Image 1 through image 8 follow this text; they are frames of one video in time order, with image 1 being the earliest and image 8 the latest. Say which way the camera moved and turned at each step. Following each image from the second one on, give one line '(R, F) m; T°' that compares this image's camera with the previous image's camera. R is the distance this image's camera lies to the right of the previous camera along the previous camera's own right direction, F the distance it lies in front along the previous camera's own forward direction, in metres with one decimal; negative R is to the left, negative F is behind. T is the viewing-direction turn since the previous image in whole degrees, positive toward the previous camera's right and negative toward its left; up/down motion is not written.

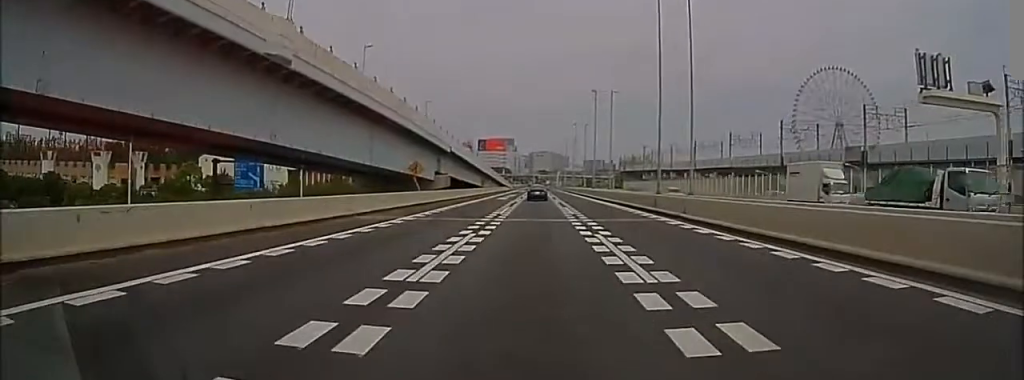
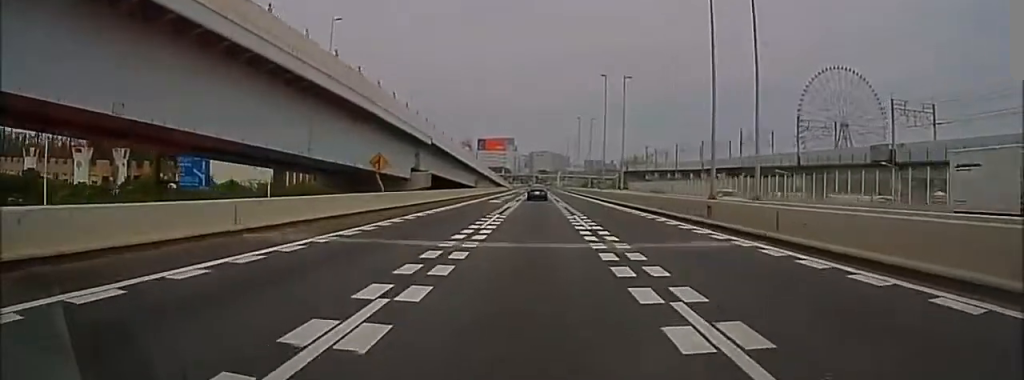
(0.0, +9.6) m; 0°
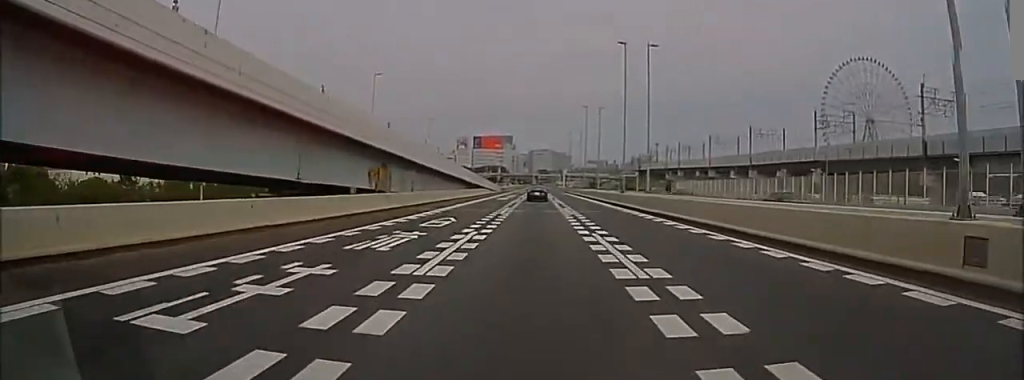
(0.0, +49.7) m; 0°
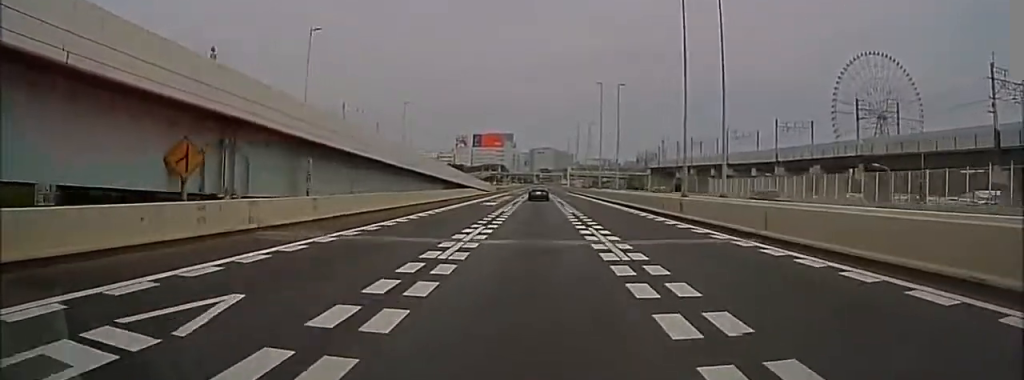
(+0.1, +18.2) m; 0°
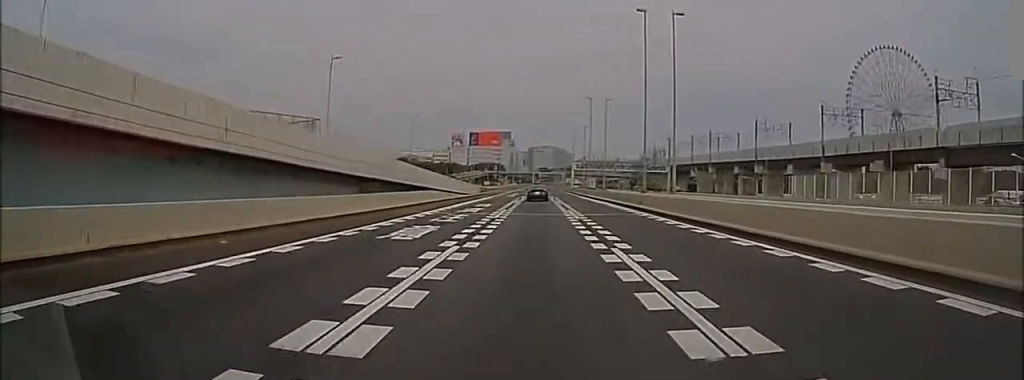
(0.0, +25.8) m; 0°
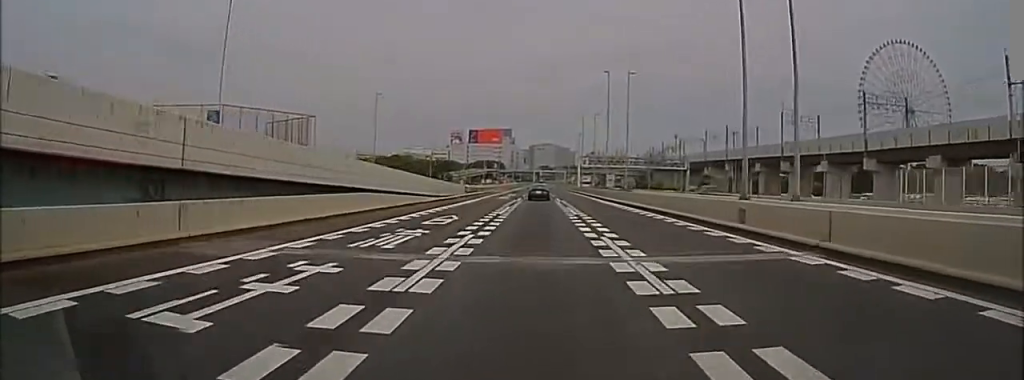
(-0.1, +17.5) m; 0°
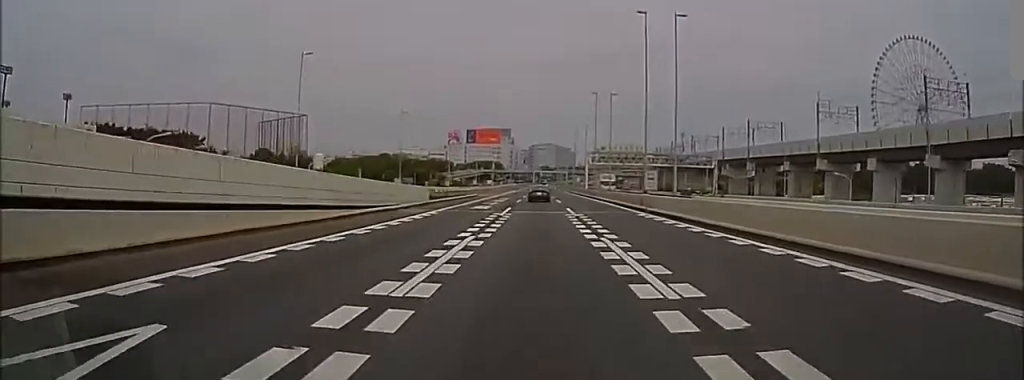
(0.0, +20.1) m; 0°
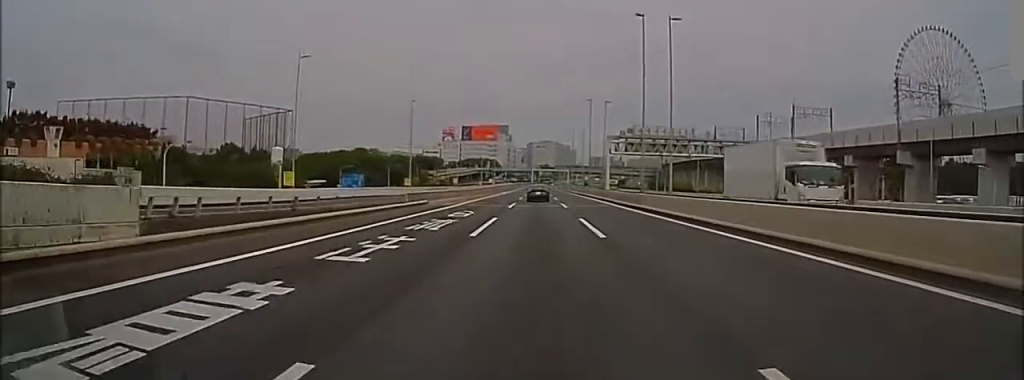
(0.0, +31.7) m; 0°
